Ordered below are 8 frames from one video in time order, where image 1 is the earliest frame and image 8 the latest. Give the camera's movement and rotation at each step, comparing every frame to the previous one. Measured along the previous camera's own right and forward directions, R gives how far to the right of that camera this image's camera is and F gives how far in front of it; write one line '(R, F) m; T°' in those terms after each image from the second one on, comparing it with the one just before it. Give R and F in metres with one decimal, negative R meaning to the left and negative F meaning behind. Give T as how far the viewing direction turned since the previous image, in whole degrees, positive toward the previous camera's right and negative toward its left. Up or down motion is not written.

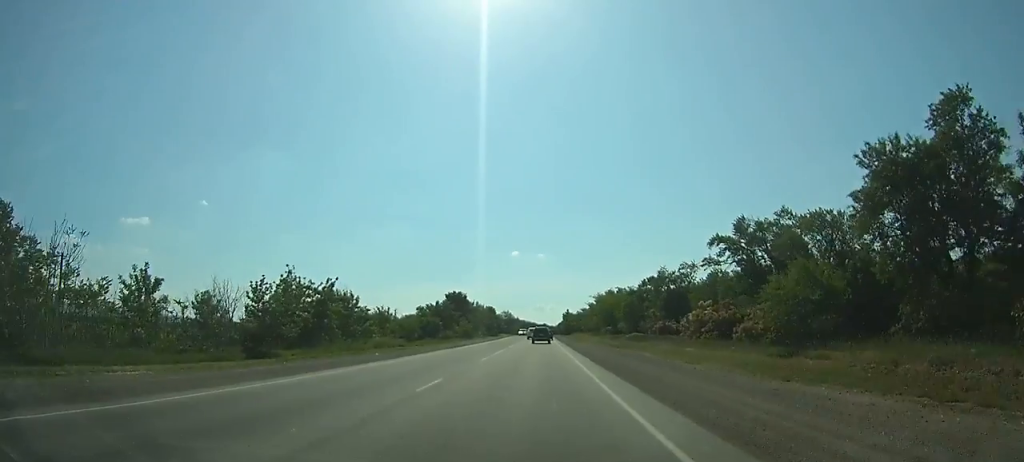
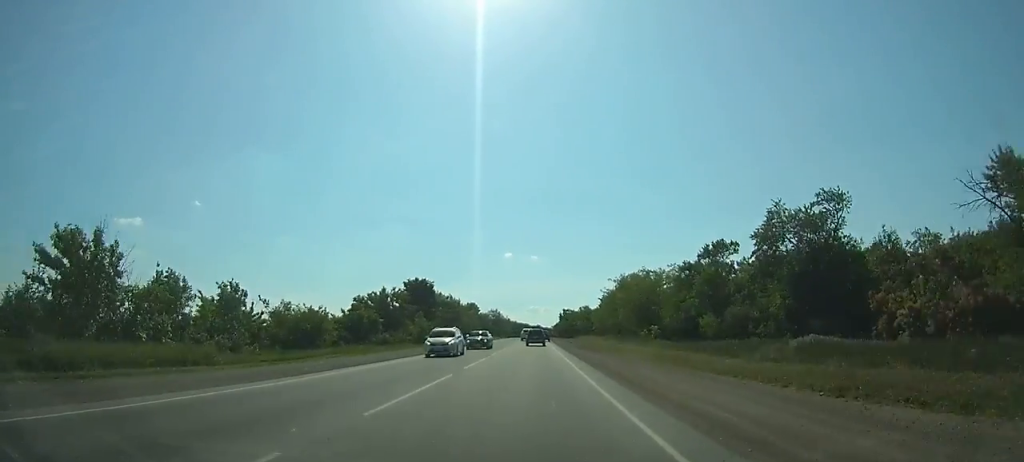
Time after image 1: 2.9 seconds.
(-0.3, +34.4) m; 0°
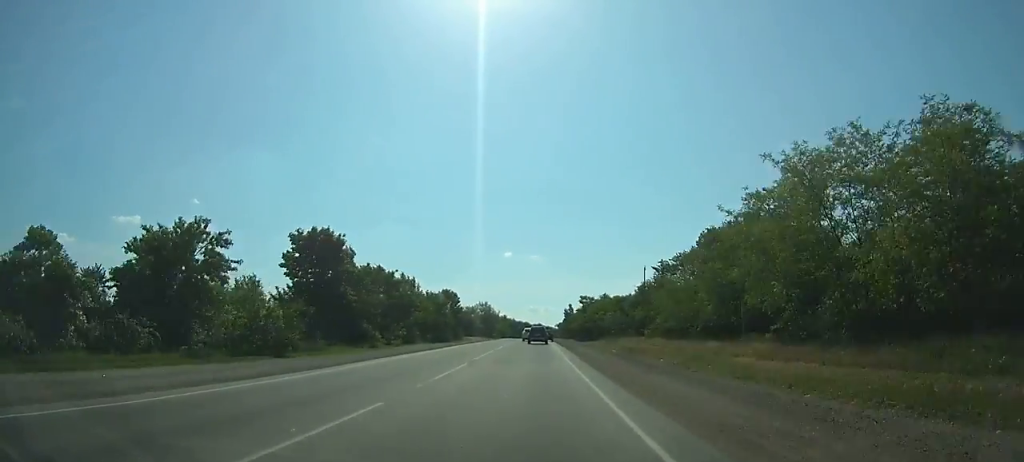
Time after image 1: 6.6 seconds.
(+0.7, +42.3) m; +1°
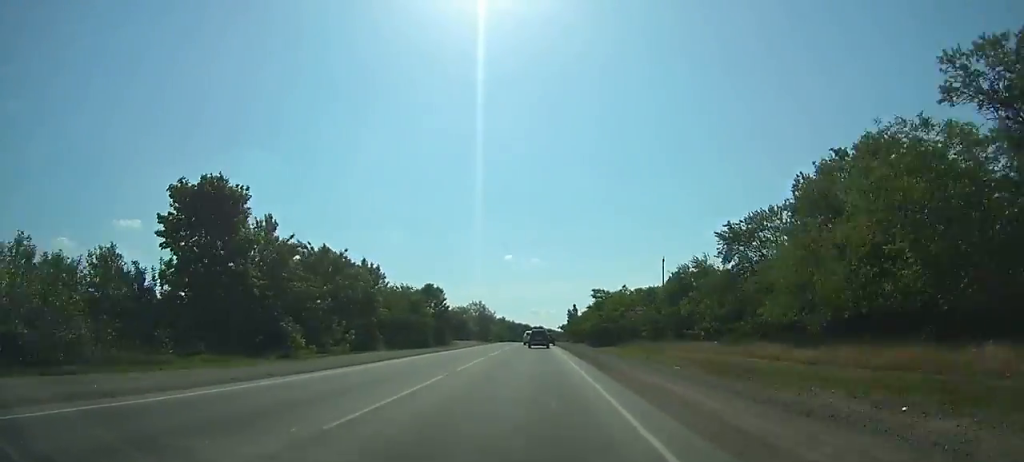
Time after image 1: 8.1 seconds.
(0.0, +16.8) m; 0°
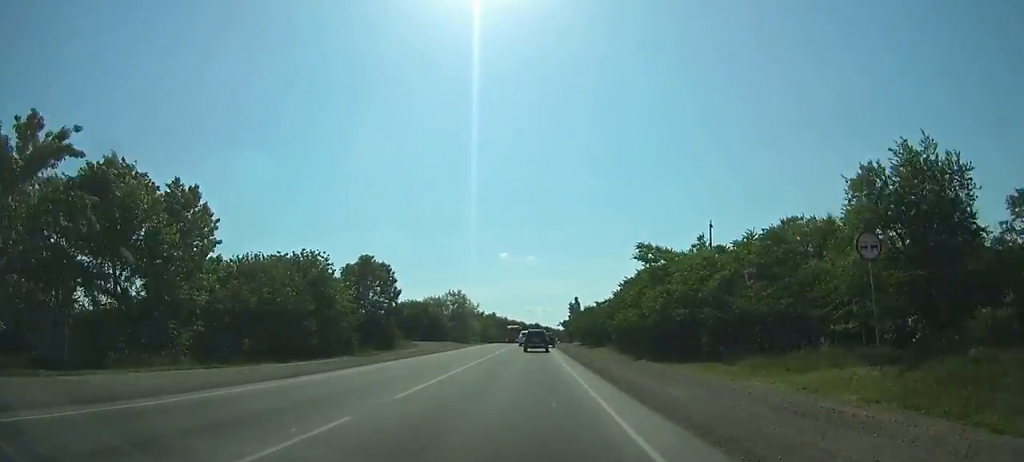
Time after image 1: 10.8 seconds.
(-0.1, +29.4) m; 0°
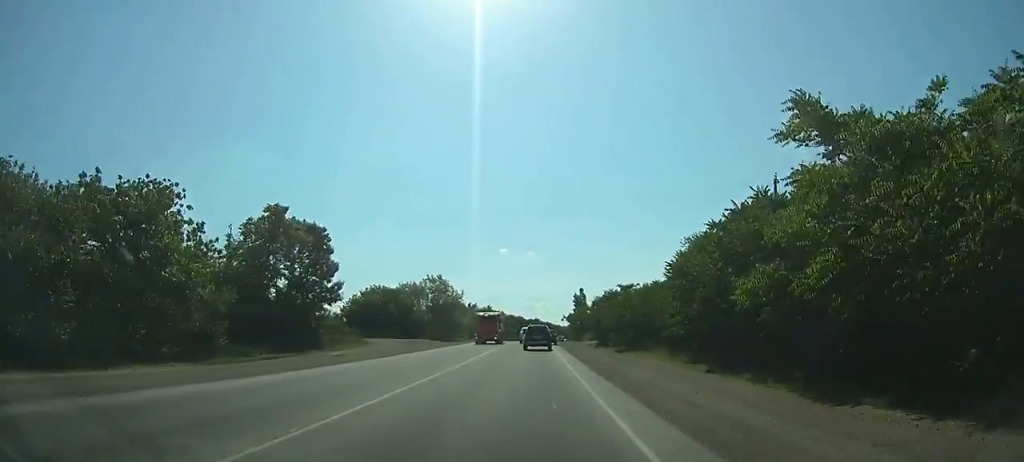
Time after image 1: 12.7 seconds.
(0.0, +20.0) m; 0°
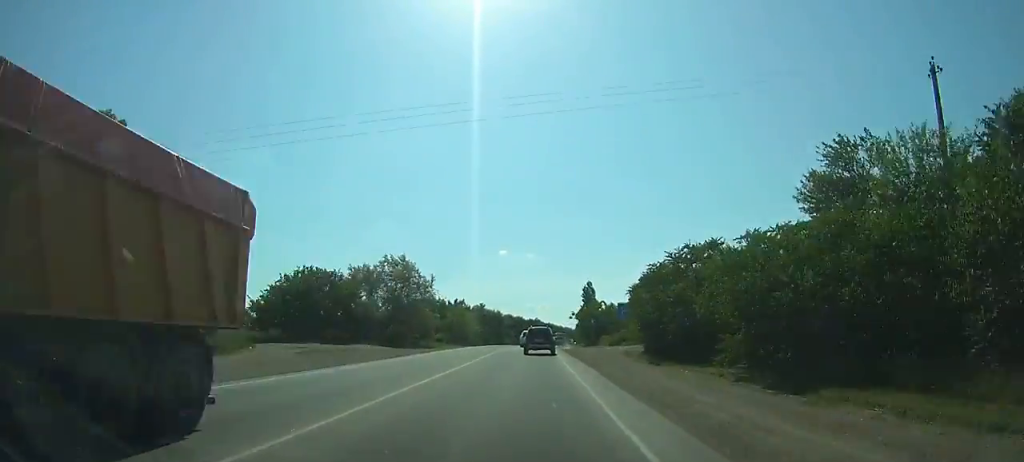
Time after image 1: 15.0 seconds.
(0.0, +23.5) m; 0°
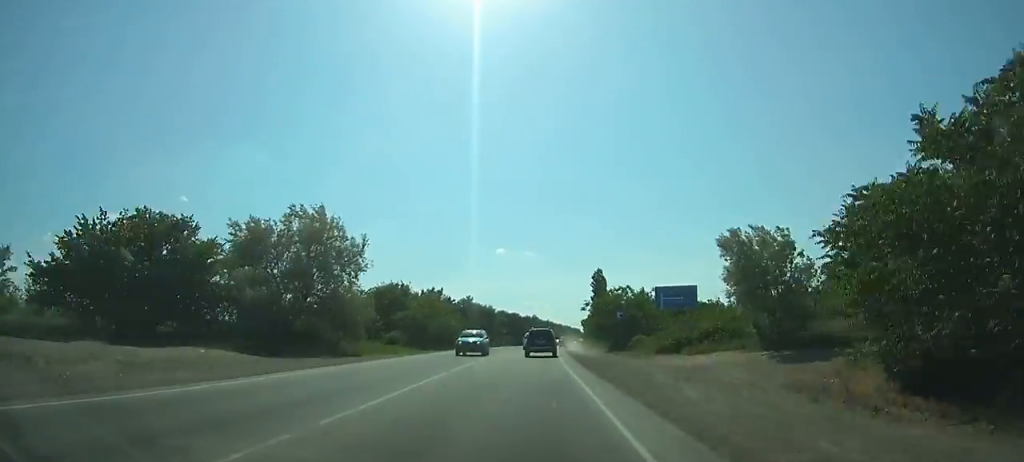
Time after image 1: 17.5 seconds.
(-0.1, +24.7) m; 0°
